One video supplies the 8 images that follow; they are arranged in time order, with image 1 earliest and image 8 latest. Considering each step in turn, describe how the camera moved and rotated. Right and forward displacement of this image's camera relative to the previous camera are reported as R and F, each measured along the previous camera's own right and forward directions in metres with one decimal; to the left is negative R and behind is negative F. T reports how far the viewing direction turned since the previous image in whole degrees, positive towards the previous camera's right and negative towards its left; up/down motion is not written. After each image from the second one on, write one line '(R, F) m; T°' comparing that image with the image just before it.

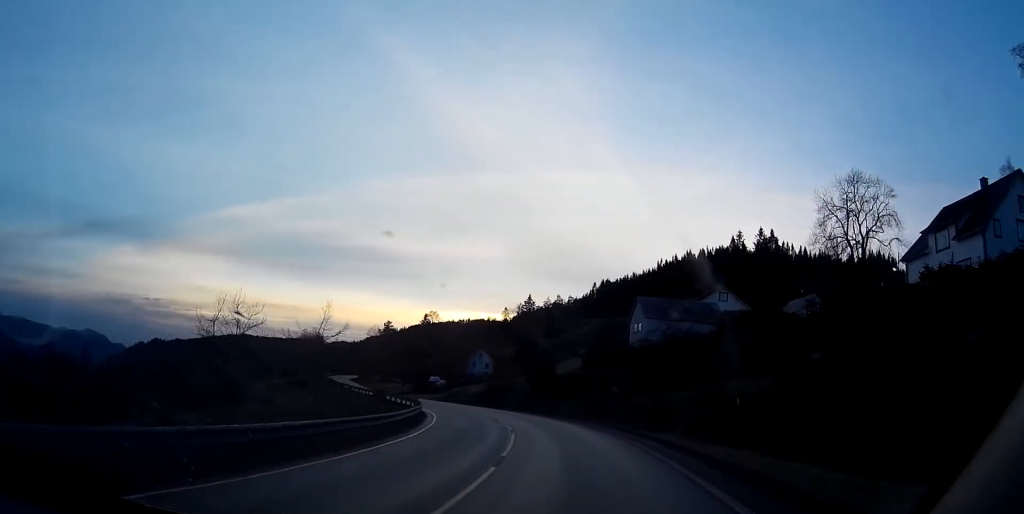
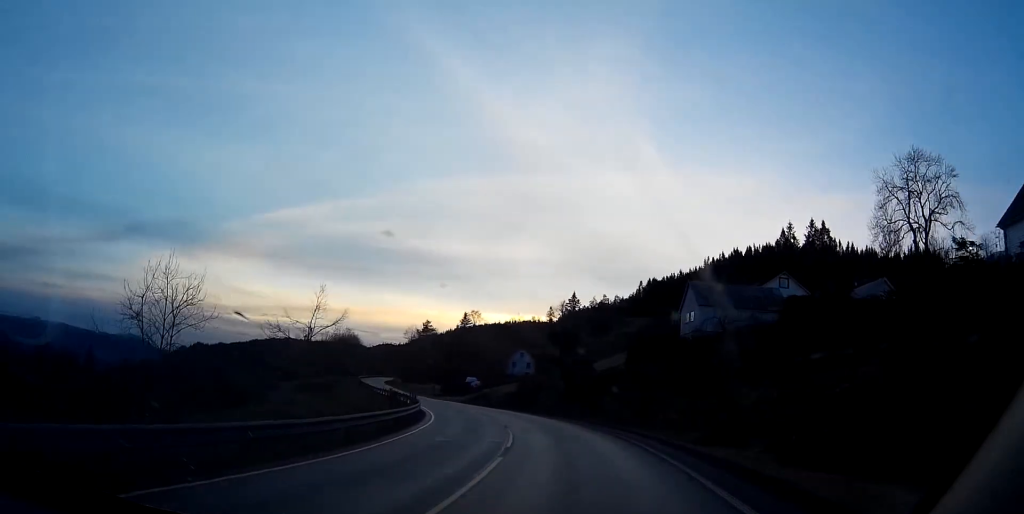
(-0.4, +10.1) m; -4°
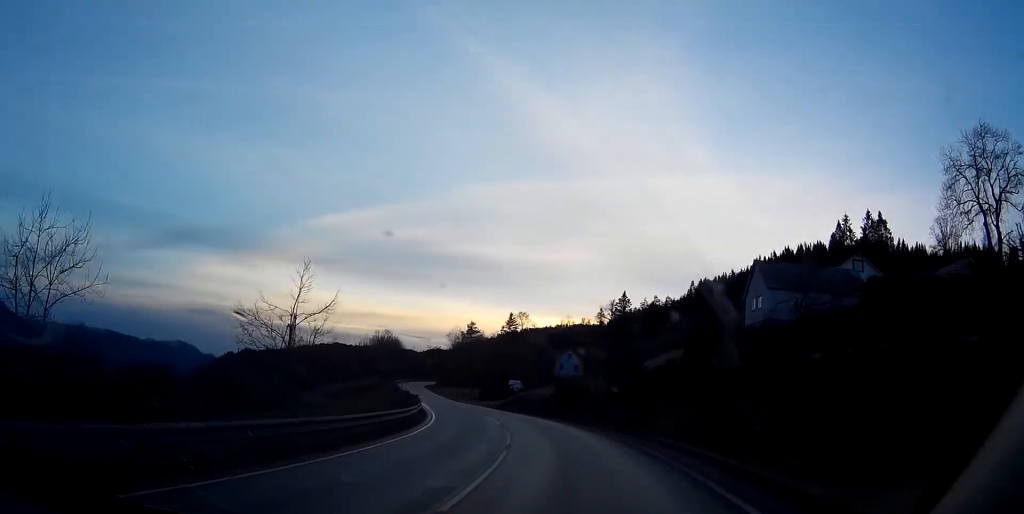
(-0.4, +10.2) m; -5°
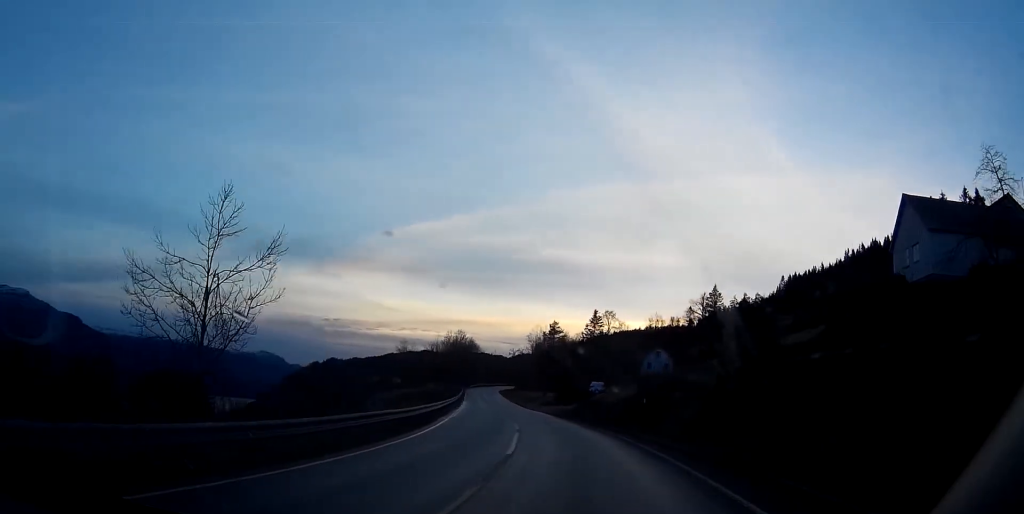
(-1.1, +16.9) m; -7°
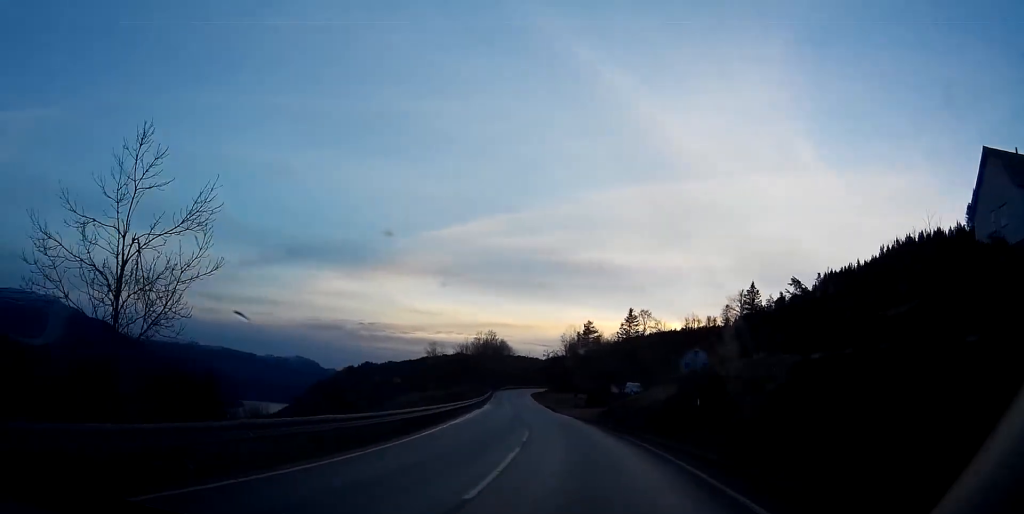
(-0.3, +7.2) m; -3°
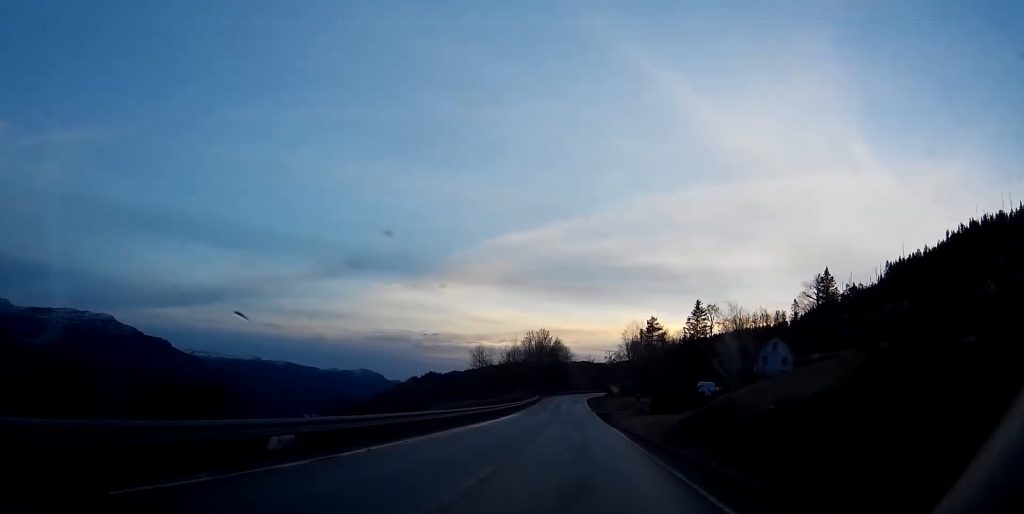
(-1.0, +20.3) m; -5°
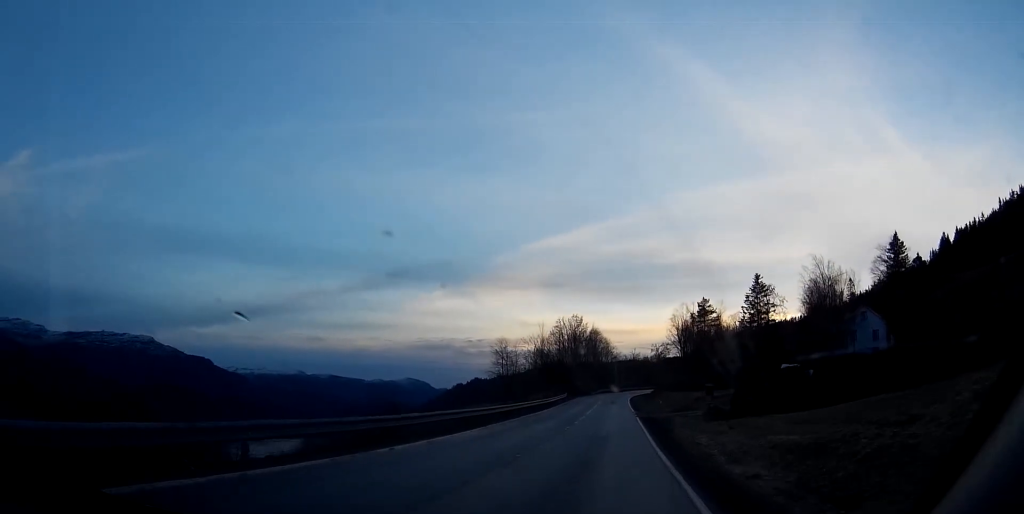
(-1.0, +28.2) m; -3°
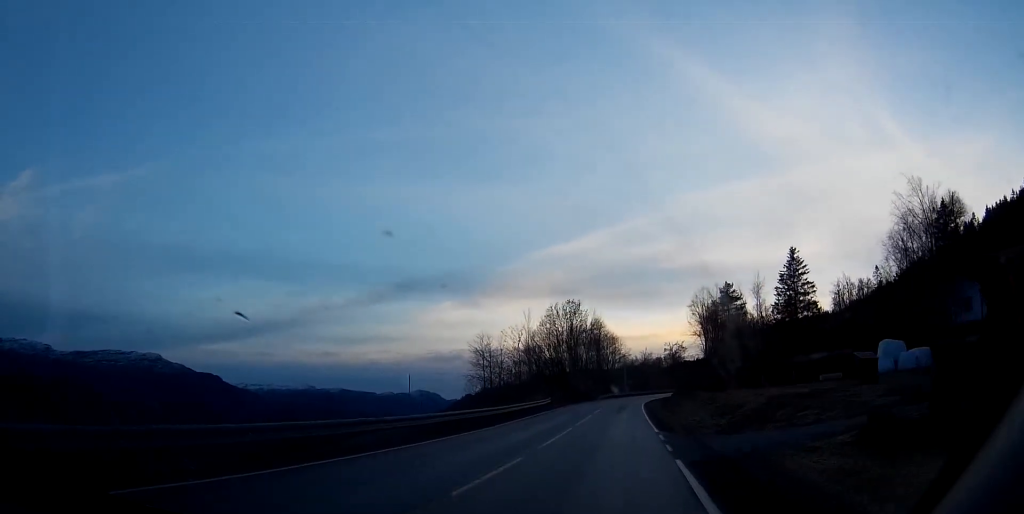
(-0.4, +27.9) m; -2°
